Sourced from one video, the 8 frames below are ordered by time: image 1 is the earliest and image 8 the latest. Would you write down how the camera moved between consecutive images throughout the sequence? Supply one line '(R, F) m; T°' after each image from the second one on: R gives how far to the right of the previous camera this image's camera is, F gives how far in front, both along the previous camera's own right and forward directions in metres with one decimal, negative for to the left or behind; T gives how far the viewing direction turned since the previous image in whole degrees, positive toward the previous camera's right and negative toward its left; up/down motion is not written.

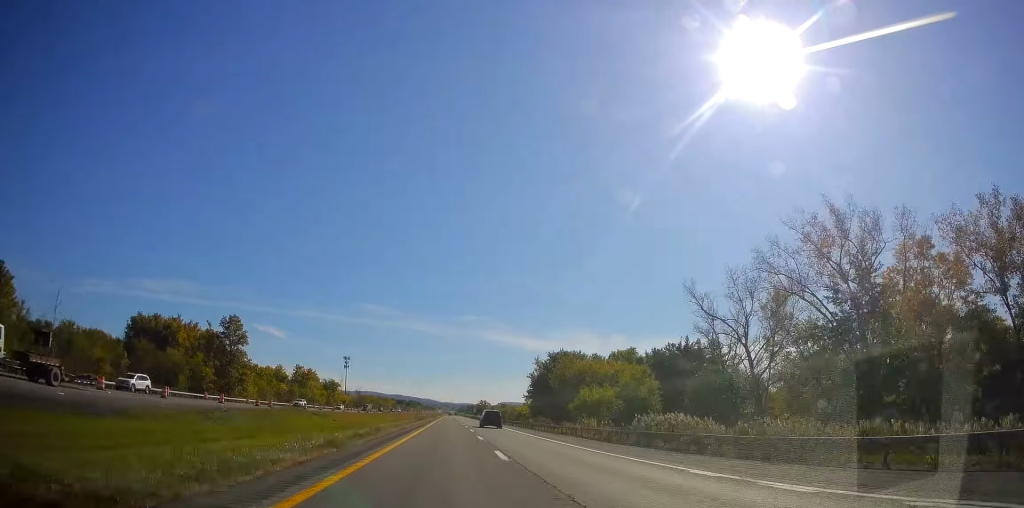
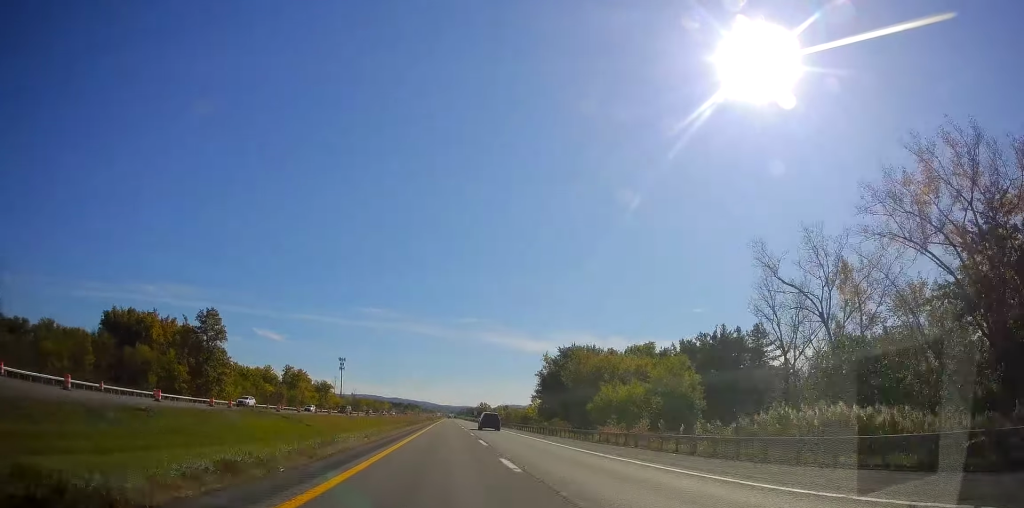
(+0.2, +14.7) m; 0°
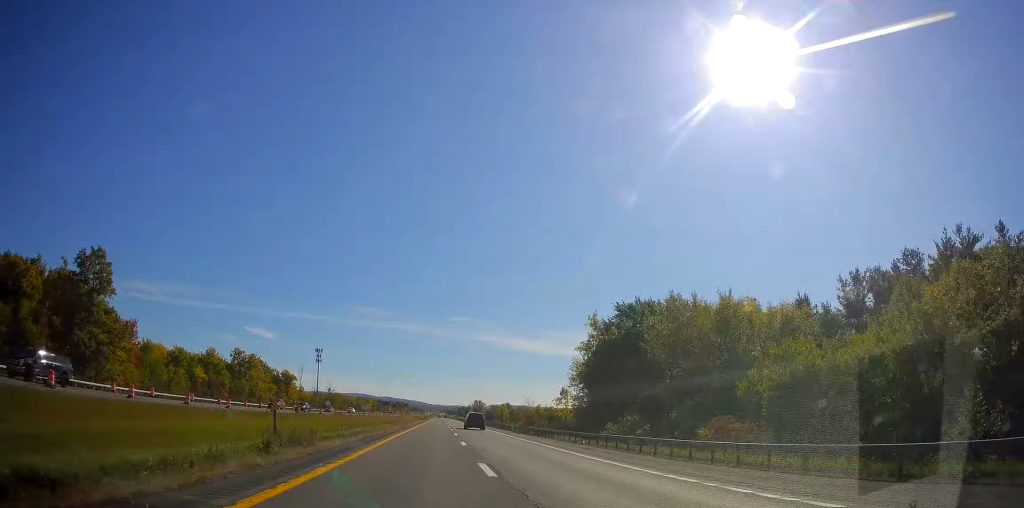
(-0.1, +49.0) m; +1°
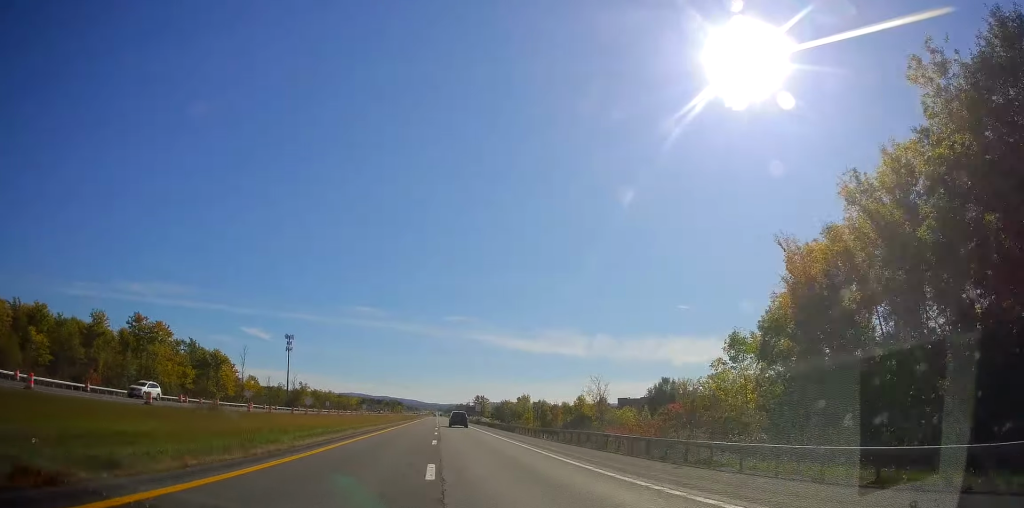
(+0.5, +62.2) m; 0°
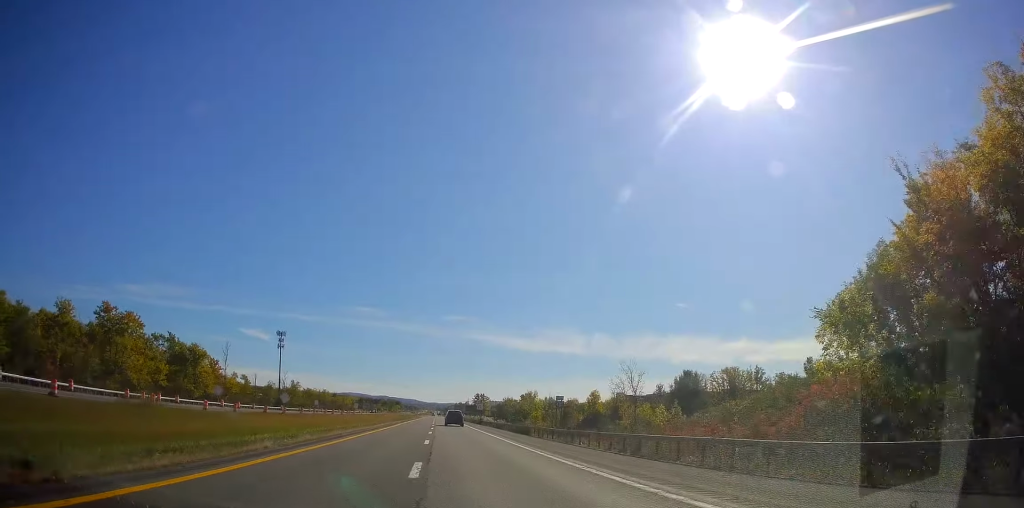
(0.0, +12.7) m; 0°
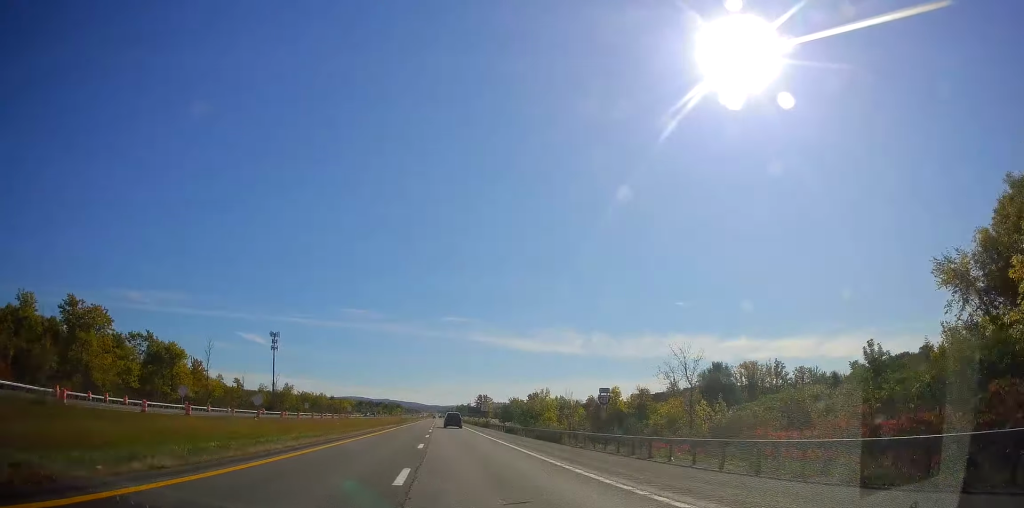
(+0.1, +12.7) m; 0°
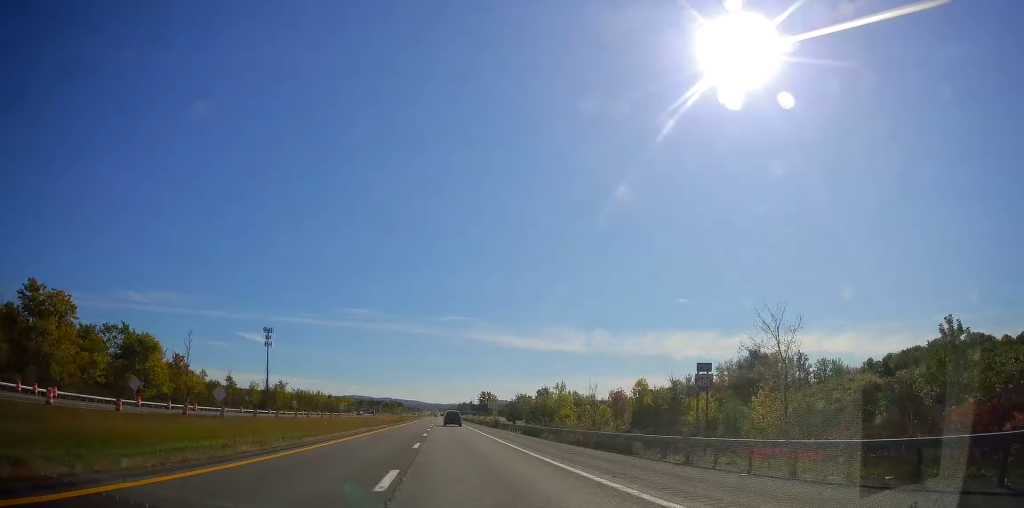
(0.0, +12.7) m; 0°
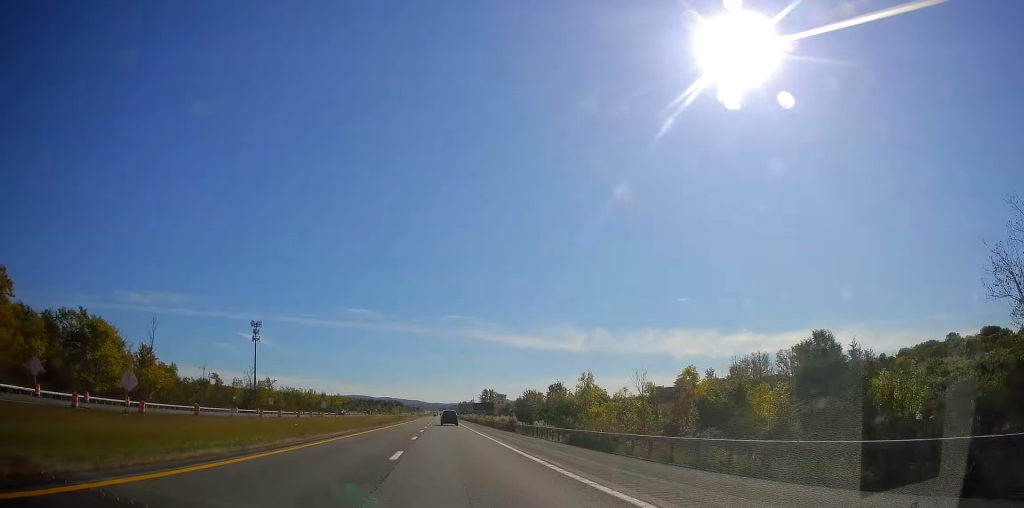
(0.0, +17.6) m; 0°
